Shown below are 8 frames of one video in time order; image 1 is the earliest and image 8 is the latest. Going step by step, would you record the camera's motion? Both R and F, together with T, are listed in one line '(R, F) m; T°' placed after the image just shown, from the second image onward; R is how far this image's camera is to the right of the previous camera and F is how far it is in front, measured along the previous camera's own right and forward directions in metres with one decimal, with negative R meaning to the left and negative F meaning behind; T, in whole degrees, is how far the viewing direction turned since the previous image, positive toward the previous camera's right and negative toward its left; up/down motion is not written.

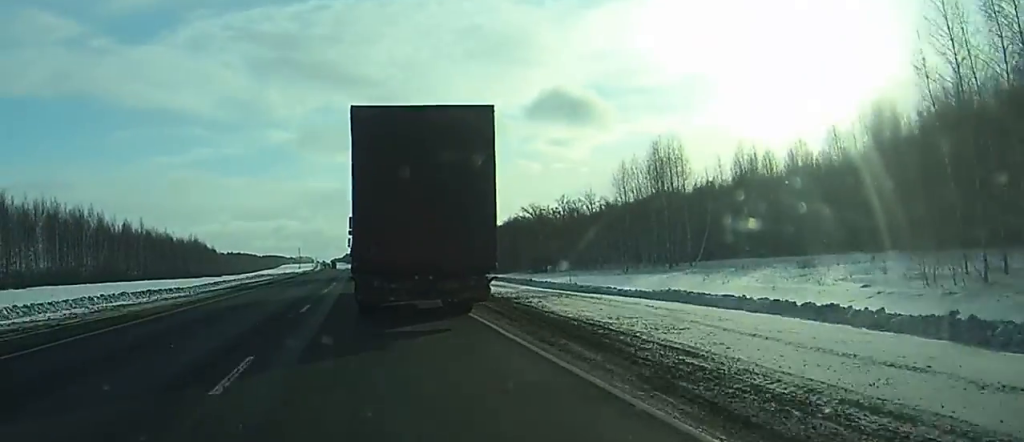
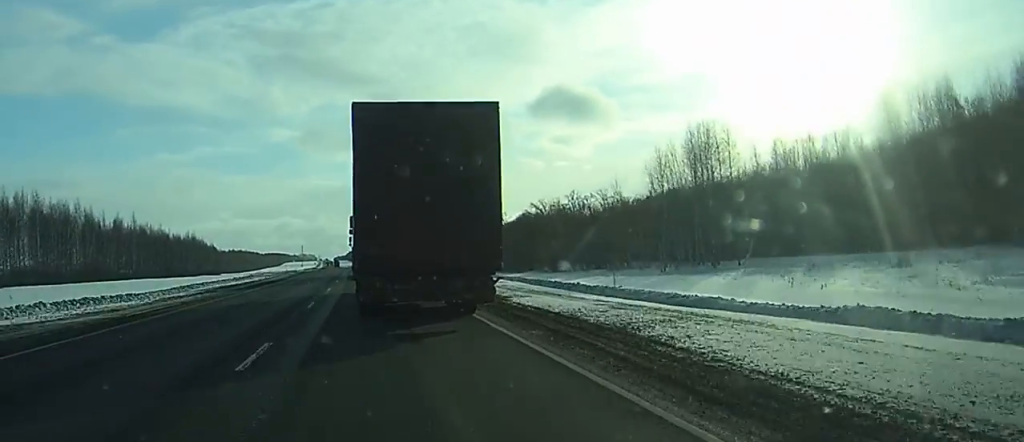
(0.0, +10.2) m; 0°
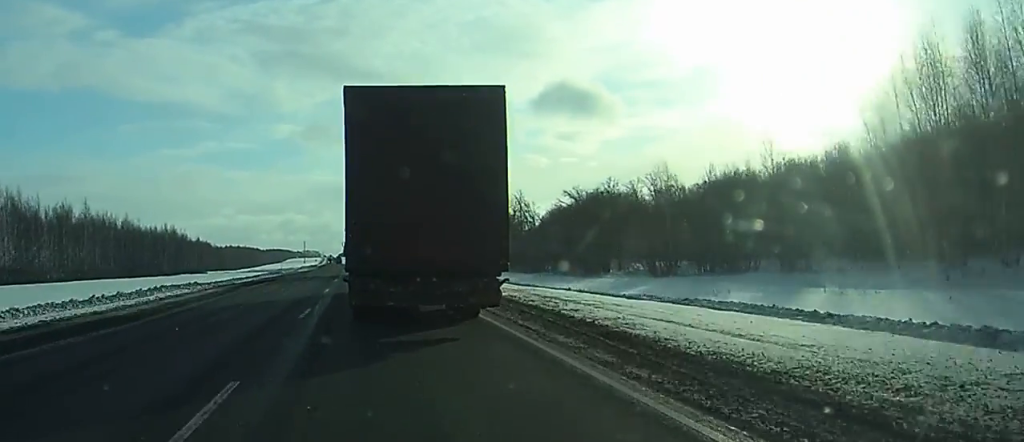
(-0.3, +39.5) m; 0°
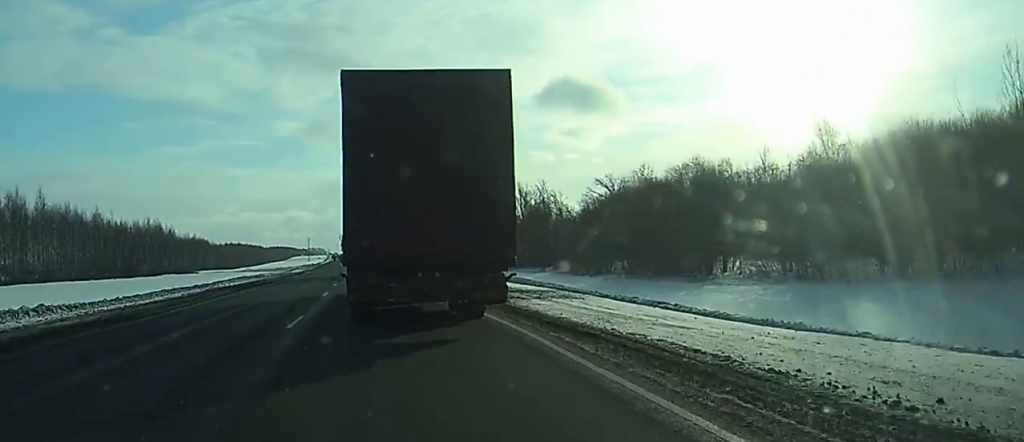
(+0.1, +27.3) m; 0°
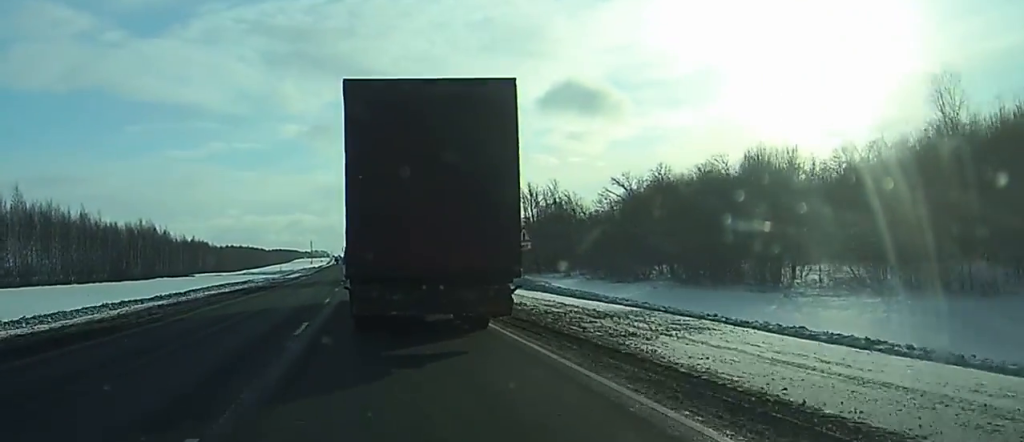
(-0.1, +11.2) m; 0°
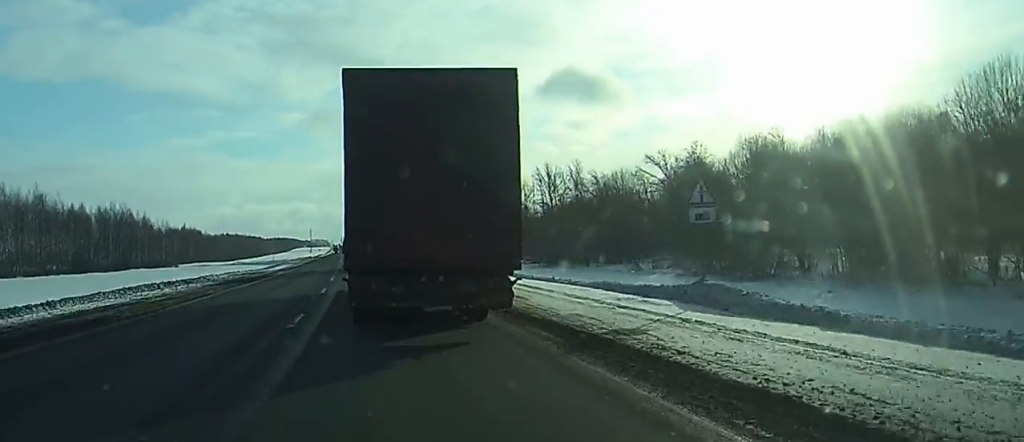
(-0.2, +24.6) m; -1°
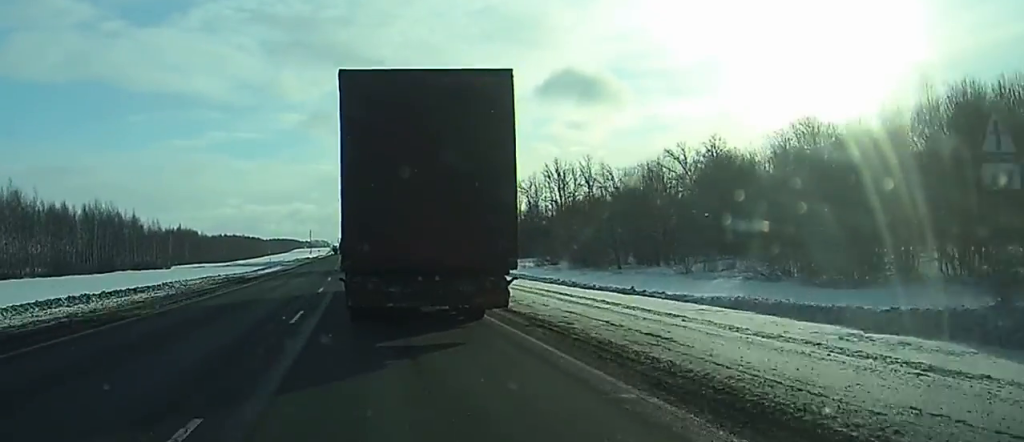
(0.0, +11.3) m; 0°
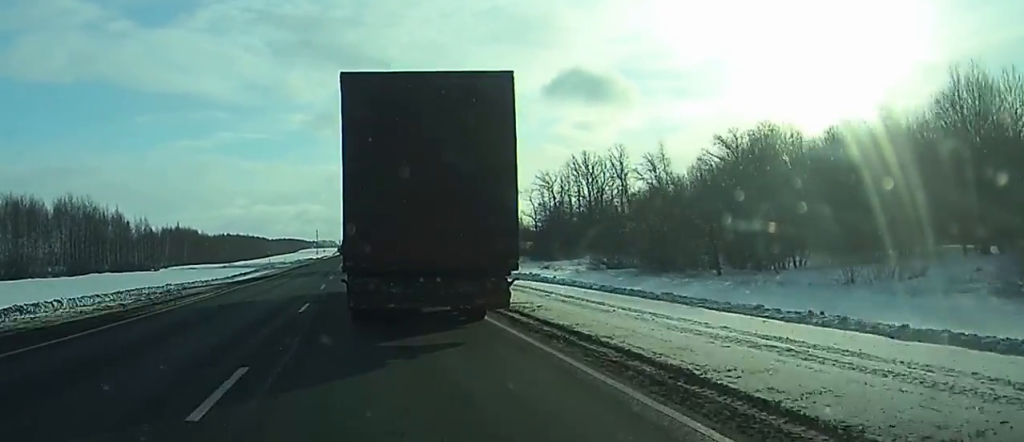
(-0.1, +21.1) m; -1°
